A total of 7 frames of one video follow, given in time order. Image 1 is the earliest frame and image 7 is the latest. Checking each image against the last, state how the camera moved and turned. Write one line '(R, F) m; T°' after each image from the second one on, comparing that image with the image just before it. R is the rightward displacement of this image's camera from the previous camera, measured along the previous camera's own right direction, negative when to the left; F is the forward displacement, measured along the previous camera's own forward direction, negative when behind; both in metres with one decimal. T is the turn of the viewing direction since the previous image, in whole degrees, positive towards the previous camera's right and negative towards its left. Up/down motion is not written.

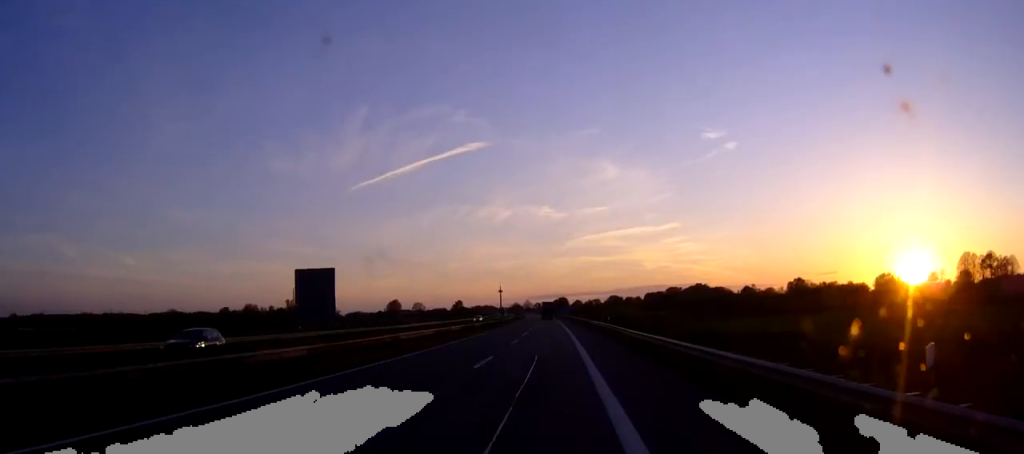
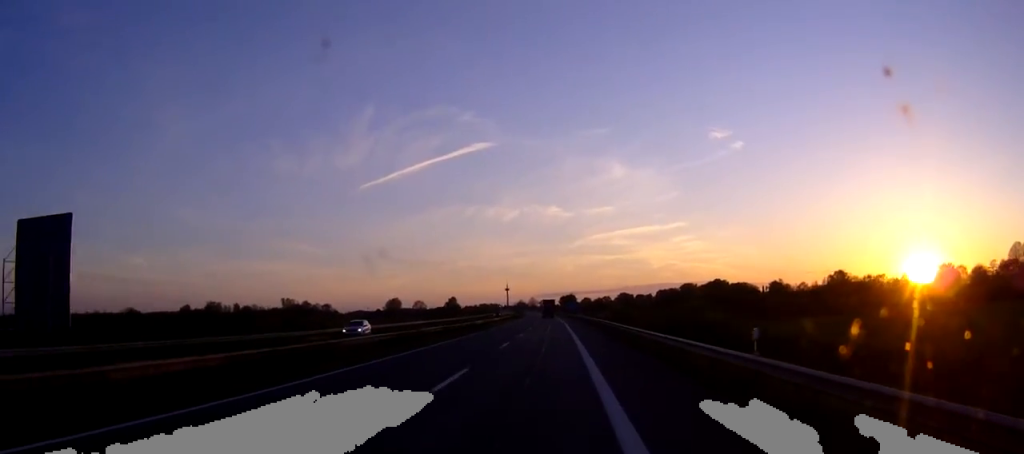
(-0.2, +43.5) m; -1°
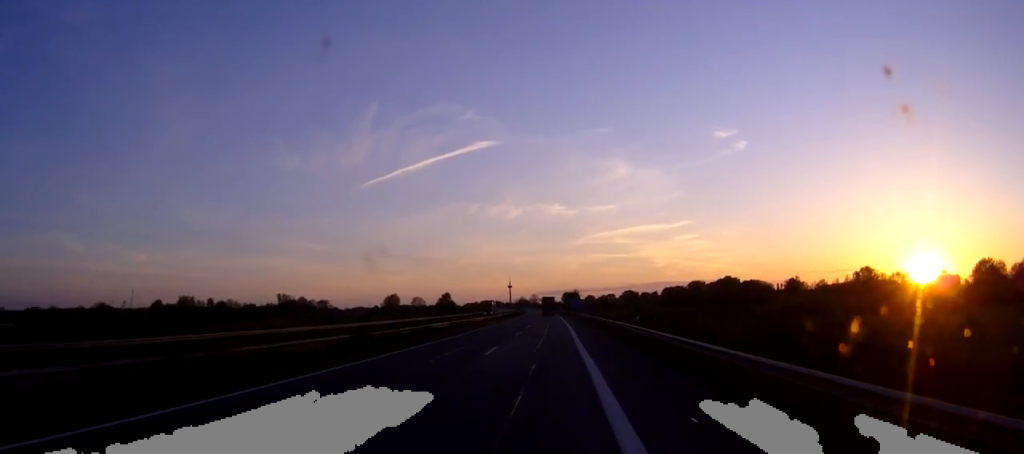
(-0.1, +24.6) m; 0°
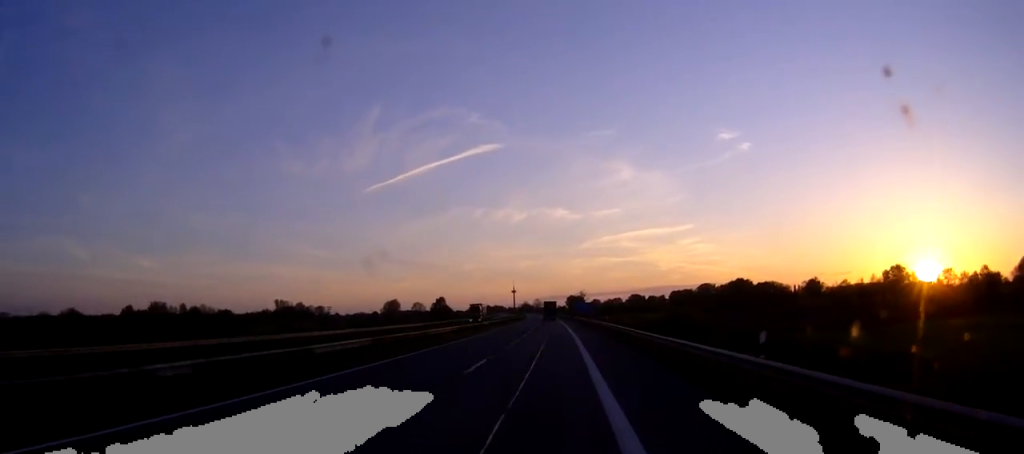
(0.0, +23.6) m; 0°
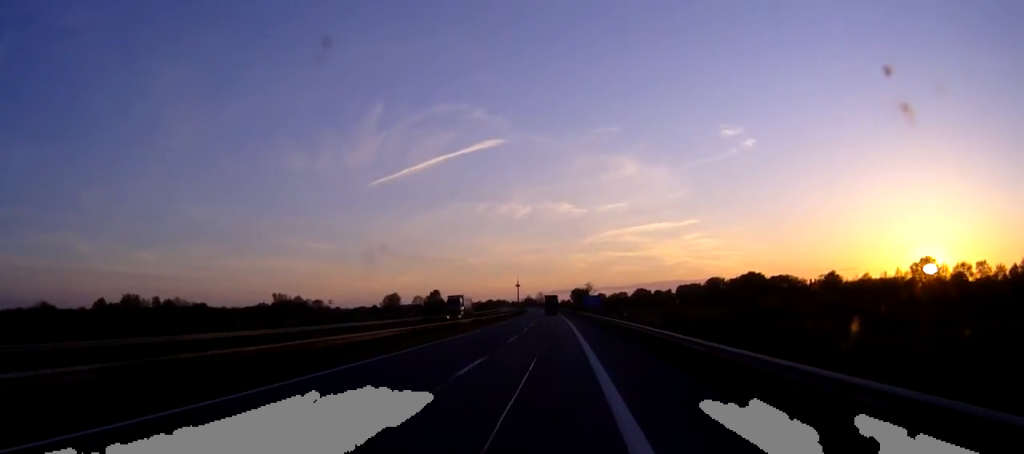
(-0.1, +19.8) m; 0°
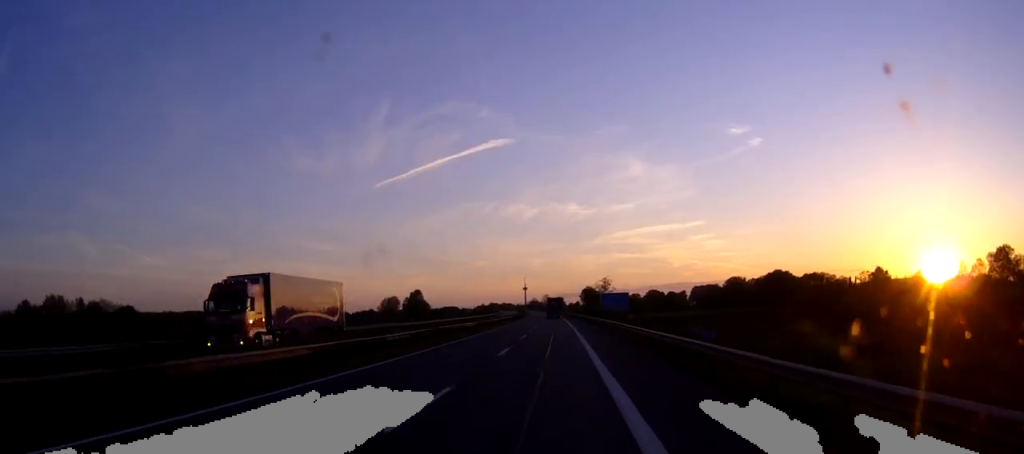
(-0.2, +44.1) m; 0°
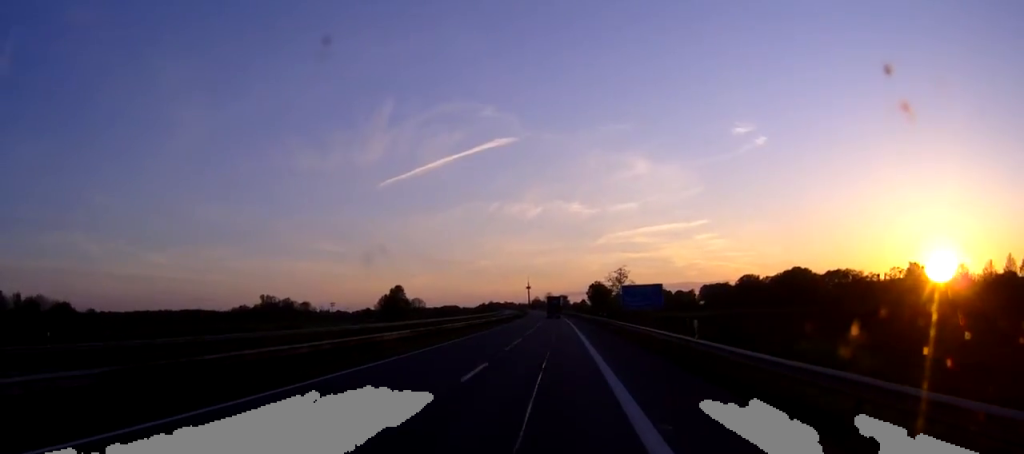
(-0.1, +28.1) m; 0°
